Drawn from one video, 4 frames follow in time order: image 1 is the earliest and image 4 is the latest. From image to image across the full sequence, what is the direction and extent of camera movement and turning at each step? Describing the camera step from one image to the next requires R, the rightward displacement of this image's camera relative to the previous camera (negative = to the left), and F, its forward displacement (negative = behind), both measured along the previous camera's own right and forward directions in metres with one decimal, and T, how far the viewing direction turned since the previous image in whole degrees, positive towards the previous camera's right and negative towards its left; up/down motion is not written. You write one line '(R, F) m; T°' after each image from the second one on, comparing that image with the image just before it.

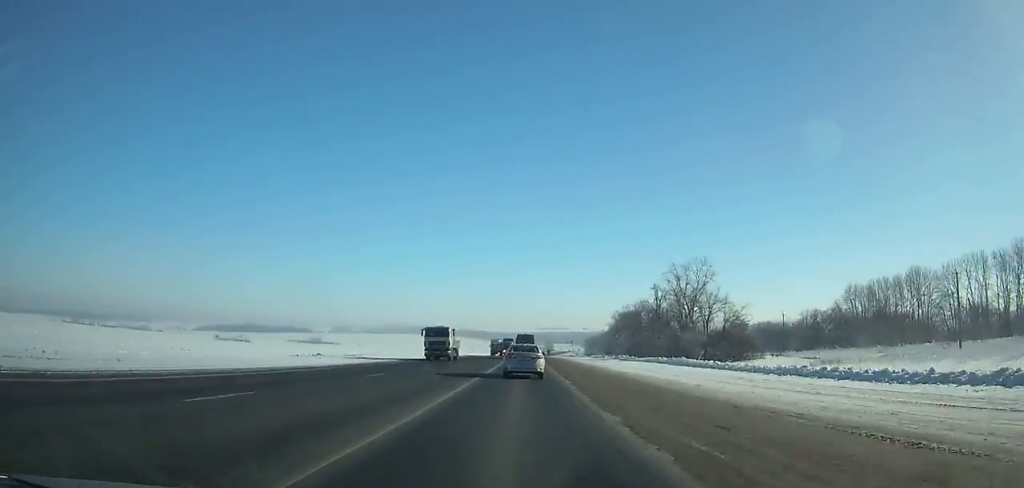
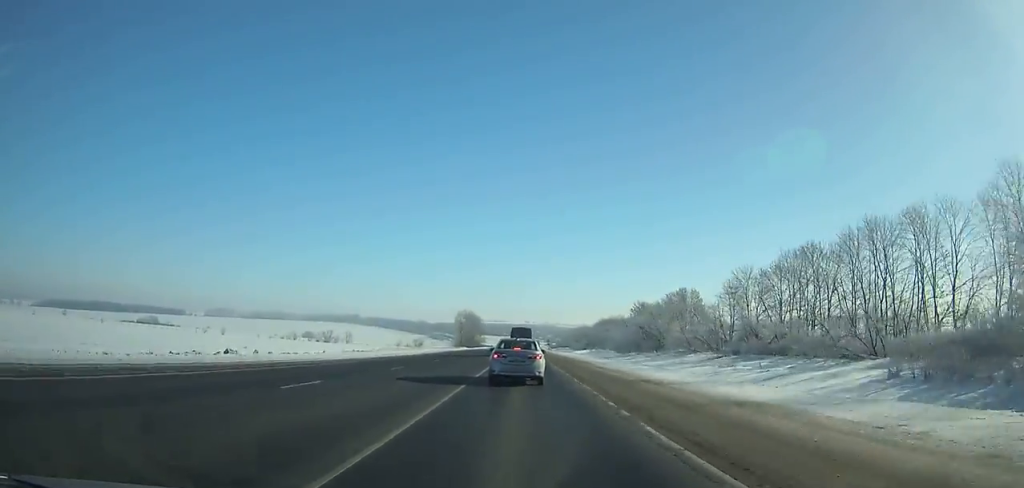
(+27.6, +459.3) m; +6°
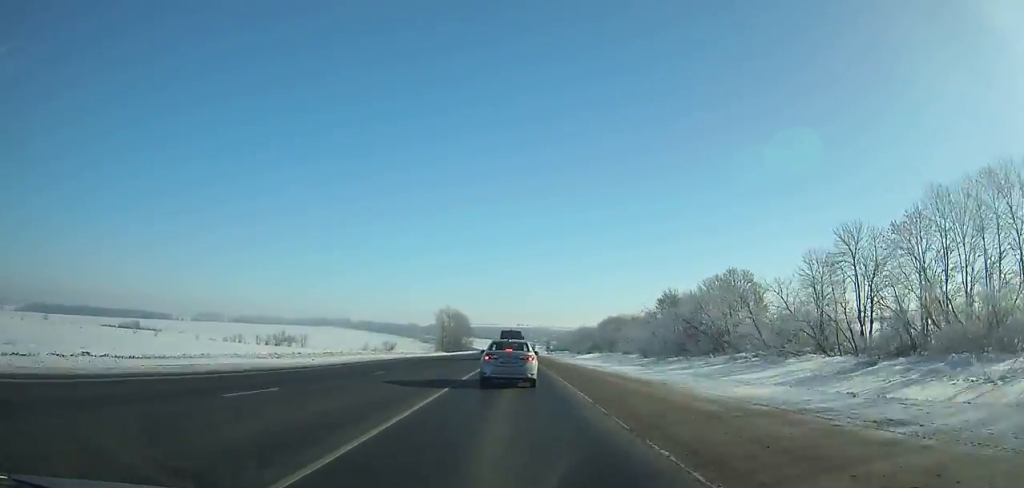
(0.0, +36.7) m; 0°
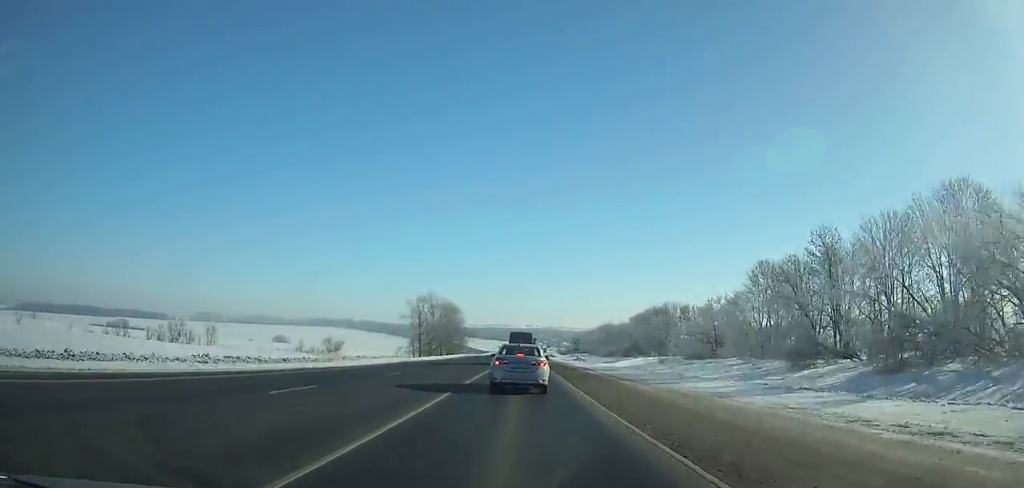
(0.0, +54.8) m; 0°
